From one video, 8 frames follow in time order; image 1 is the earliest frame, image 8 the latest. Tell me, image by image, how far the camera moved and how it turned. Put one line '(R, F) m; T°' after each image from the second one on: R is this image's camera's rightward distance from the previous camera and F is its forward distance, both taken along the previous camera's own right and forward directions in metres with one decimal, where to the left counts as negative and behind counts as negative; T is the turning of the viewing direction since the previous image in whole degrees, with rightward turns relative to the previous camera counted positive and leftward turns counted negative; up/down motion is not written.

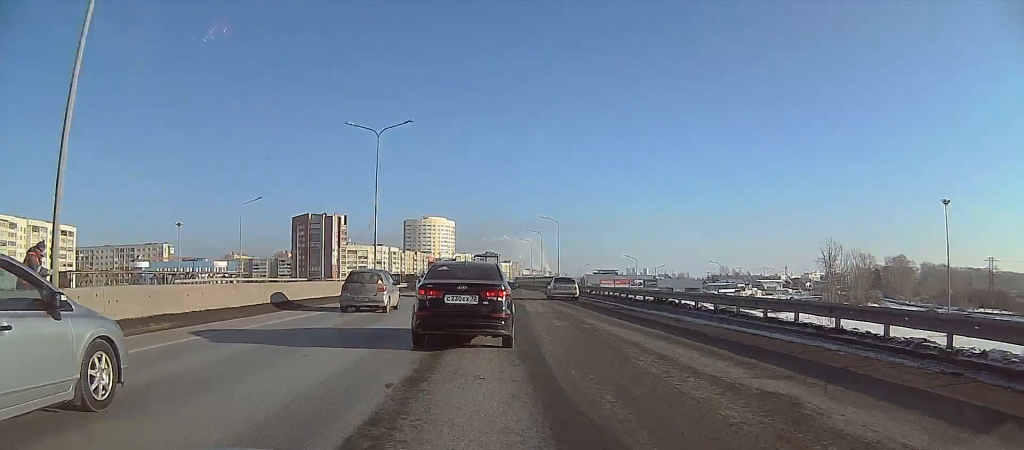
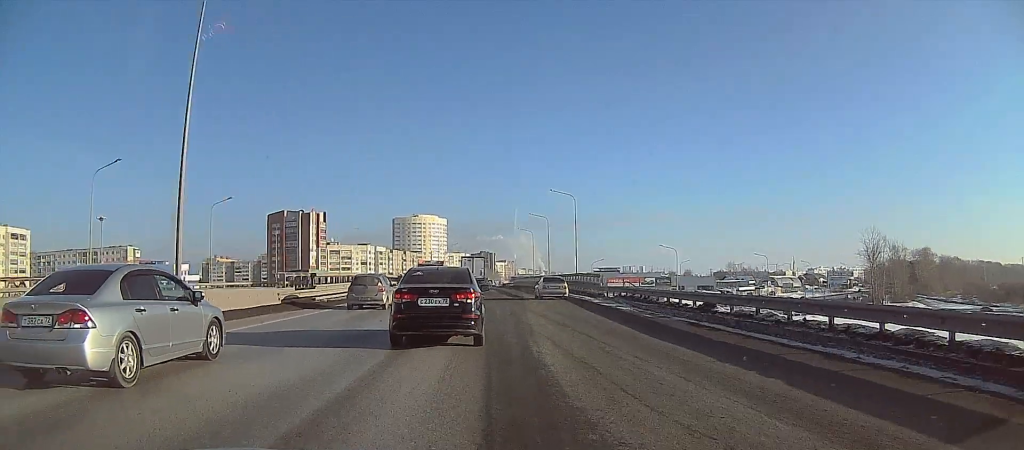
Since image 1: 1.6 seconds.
(0.0, +28.9) m; 0°
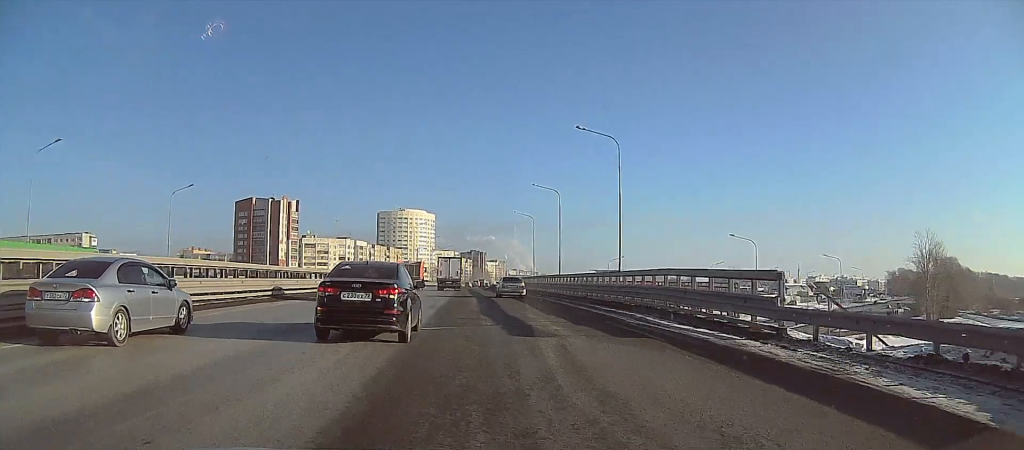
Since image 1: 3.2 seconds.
(0.0, +29.1) m; 0°
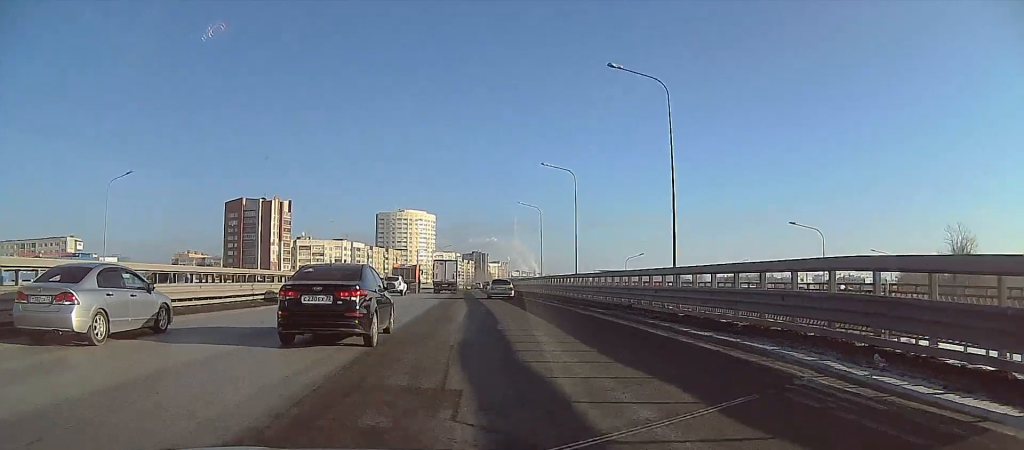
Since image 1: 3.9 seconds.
(0.0, +12.0) m; 0°
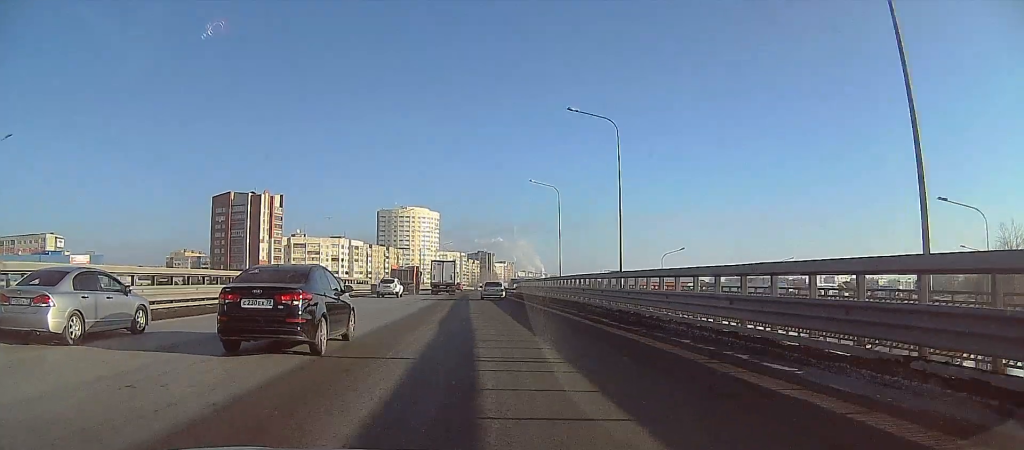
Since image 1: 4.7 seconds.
(0.0, +16.7) m; 0°
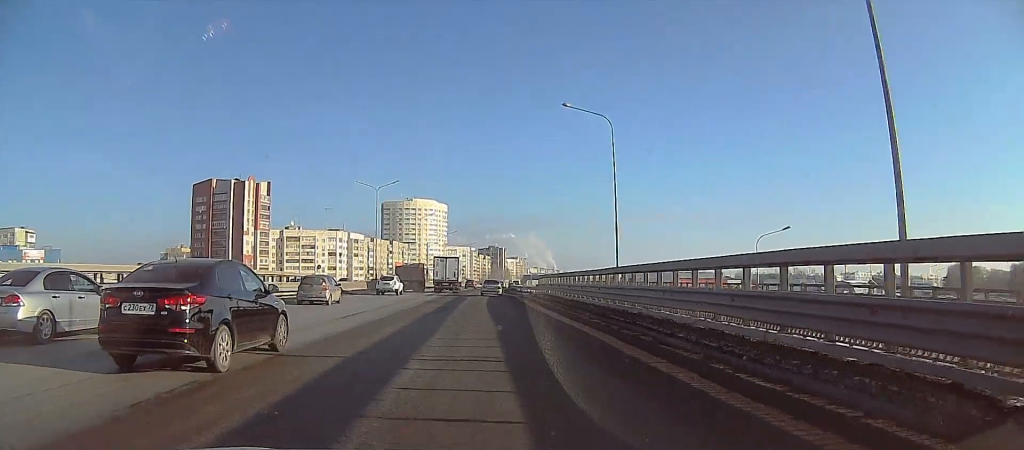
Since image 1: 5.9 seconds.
(+0.1, +23.9) m; 0°
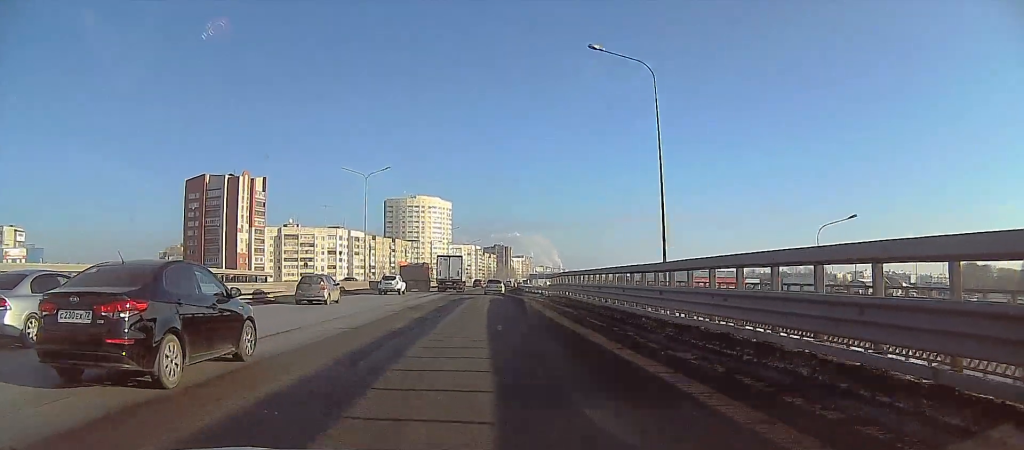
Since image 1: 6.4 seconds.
(0.0, +8.8) m; 0°
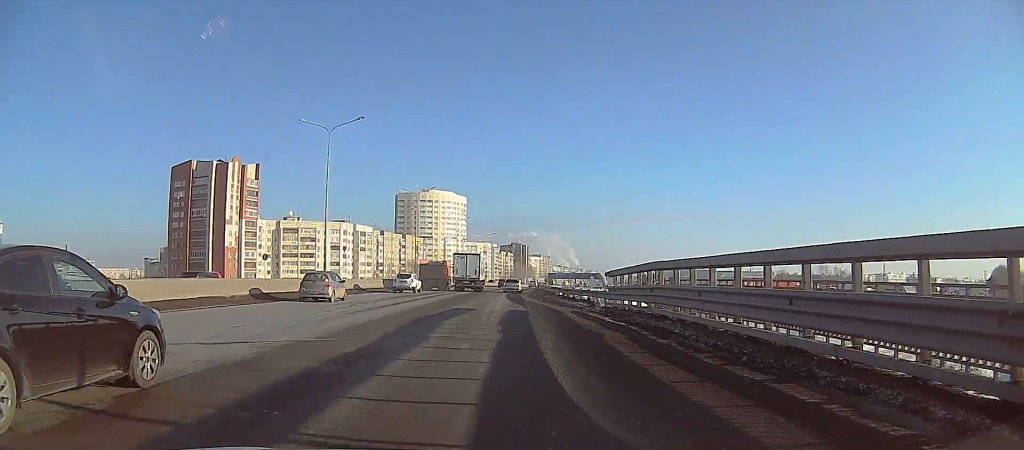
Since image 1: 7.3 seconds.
(-0.3, +20.3) m; 0°
